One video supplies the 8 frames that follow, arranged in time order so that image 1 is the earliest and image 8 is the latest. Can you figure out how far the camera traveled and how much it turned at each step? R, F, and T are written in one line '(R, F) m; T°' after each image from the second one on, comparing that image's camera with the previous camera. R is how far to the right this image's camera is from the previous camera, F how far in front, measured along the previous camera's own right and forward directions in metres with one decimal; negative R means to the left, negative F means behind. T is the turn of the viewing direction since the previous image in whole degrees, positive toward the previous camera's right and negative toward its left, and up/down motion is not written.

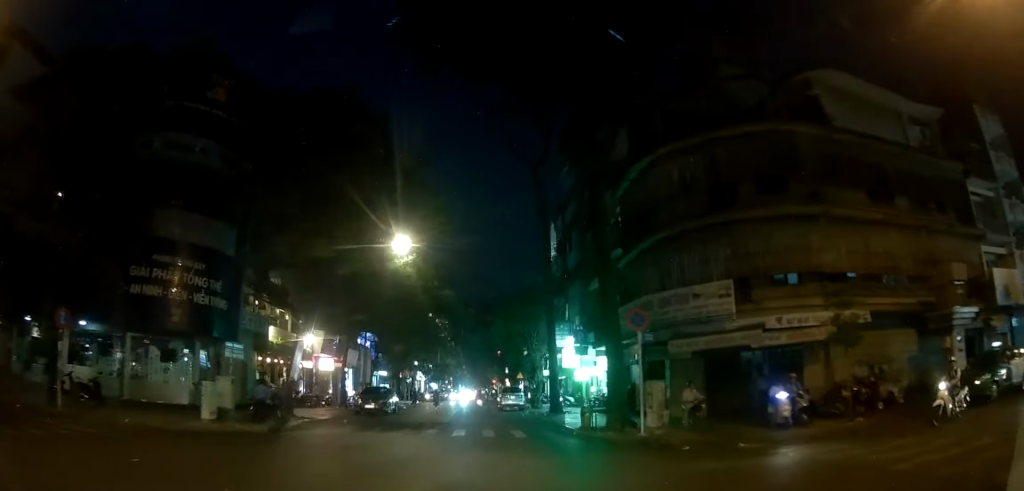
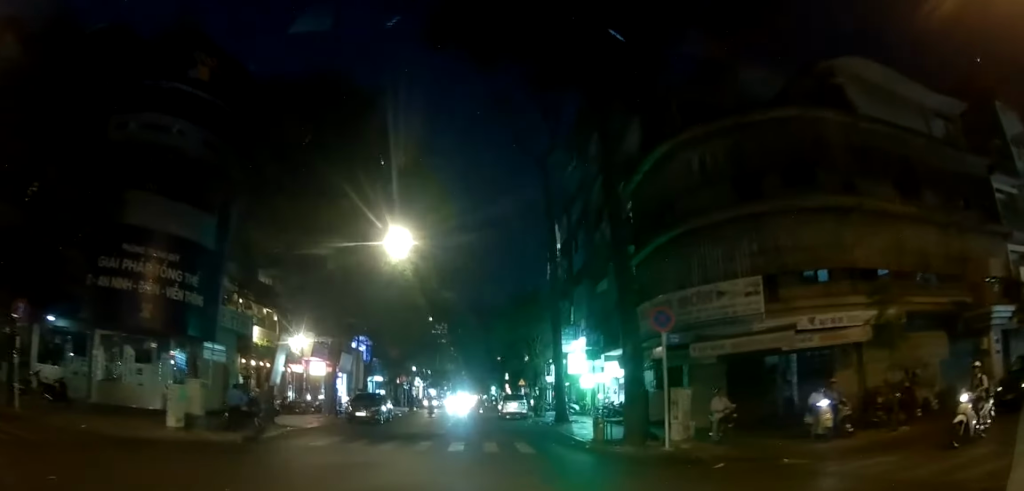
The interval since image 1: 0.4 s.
(0.0, +2.0) m; 0°
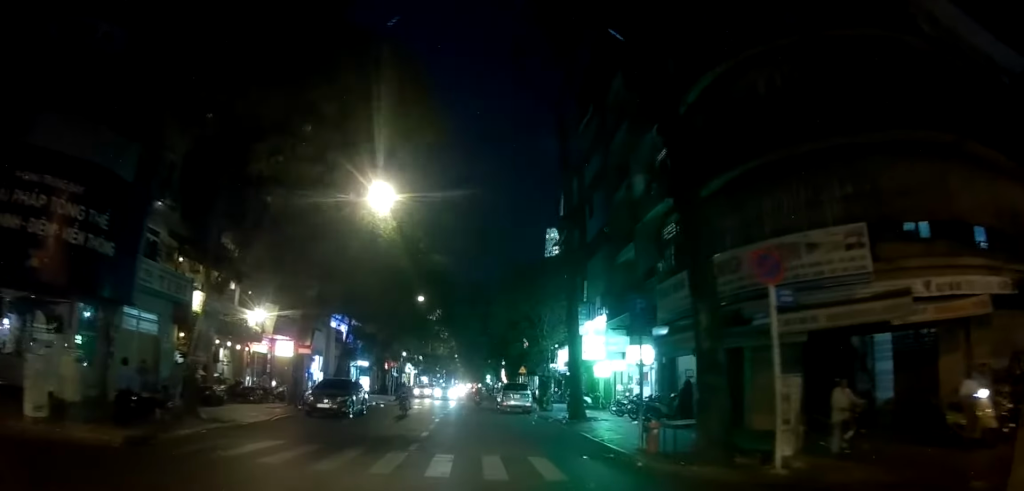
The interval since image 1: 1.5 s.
(0.0, +5.5) m; 0°
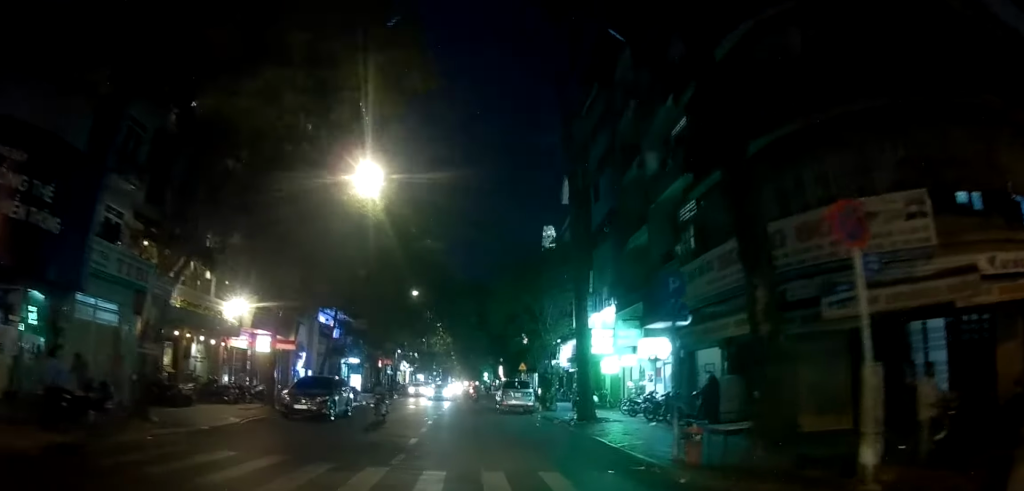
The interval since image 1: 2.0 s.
(0.0, +2.3) m; 0°
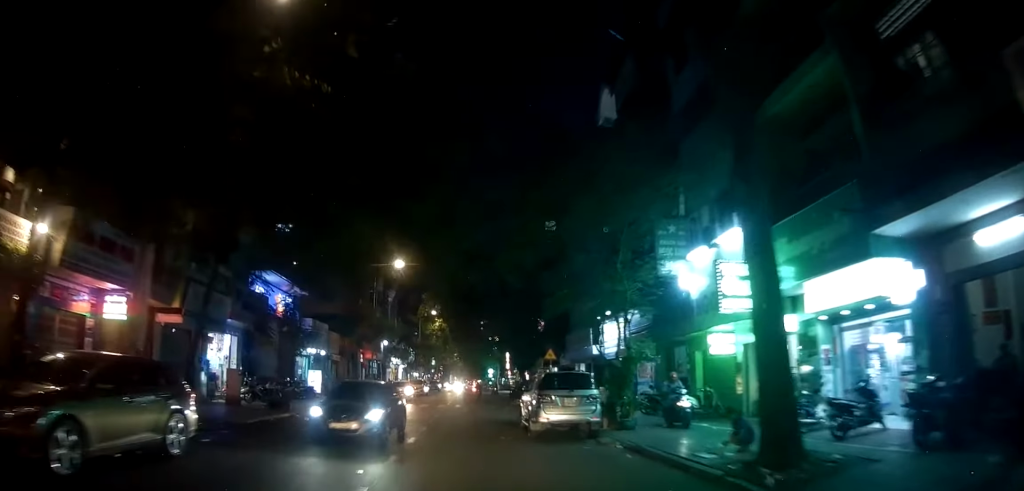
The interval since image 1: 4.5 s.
(-1.3, +11.6) m; -2°
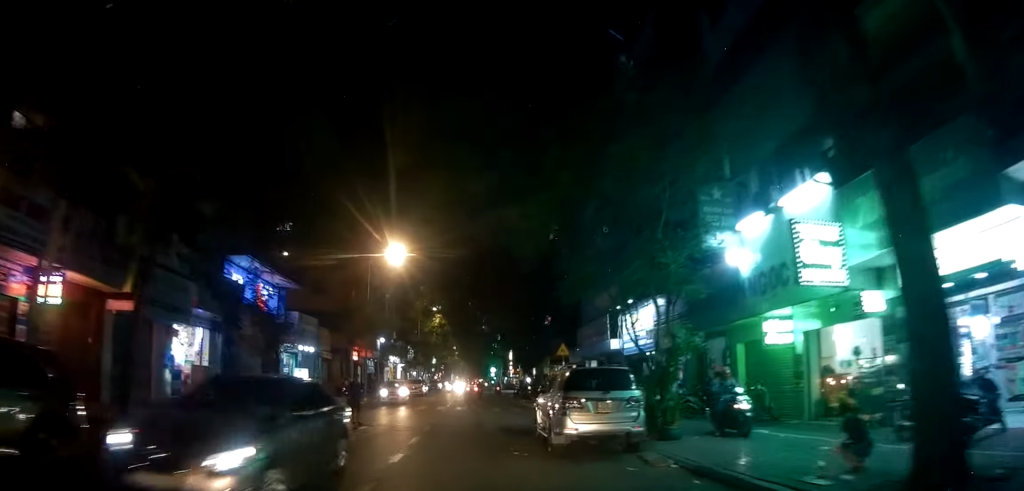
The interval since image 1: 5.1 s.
(+0.2, +2.8) m; +6°
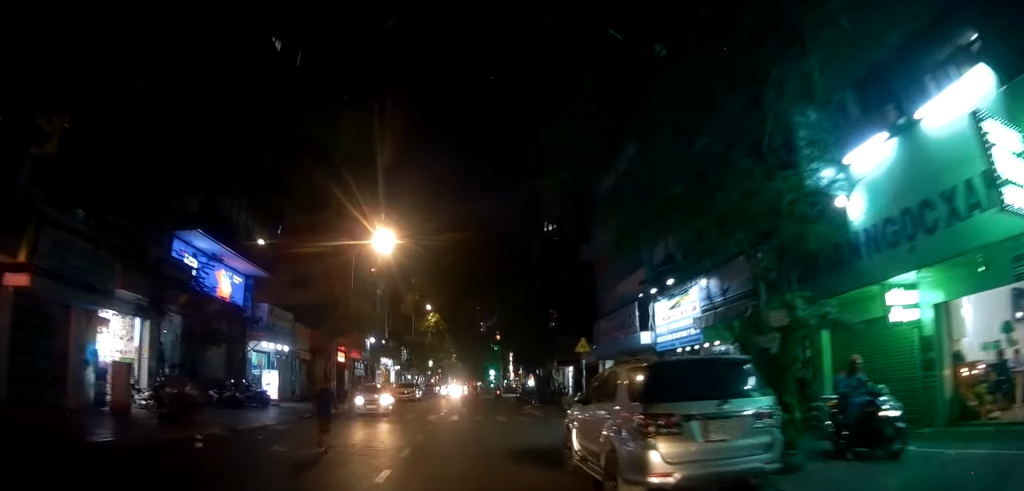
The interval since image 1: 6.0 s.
(+0.1, +4.1) m; +2°
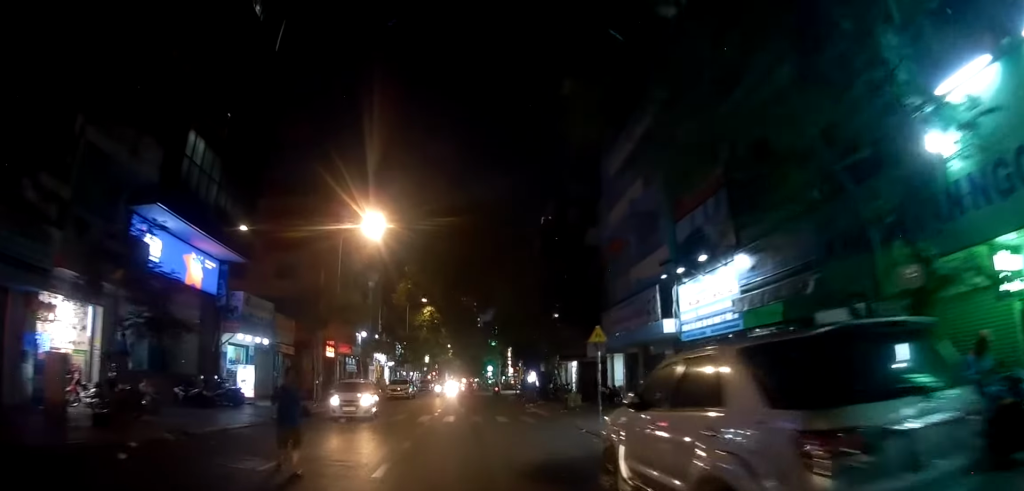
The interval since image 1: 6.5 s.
(0.0, +2.5) m; 0°
